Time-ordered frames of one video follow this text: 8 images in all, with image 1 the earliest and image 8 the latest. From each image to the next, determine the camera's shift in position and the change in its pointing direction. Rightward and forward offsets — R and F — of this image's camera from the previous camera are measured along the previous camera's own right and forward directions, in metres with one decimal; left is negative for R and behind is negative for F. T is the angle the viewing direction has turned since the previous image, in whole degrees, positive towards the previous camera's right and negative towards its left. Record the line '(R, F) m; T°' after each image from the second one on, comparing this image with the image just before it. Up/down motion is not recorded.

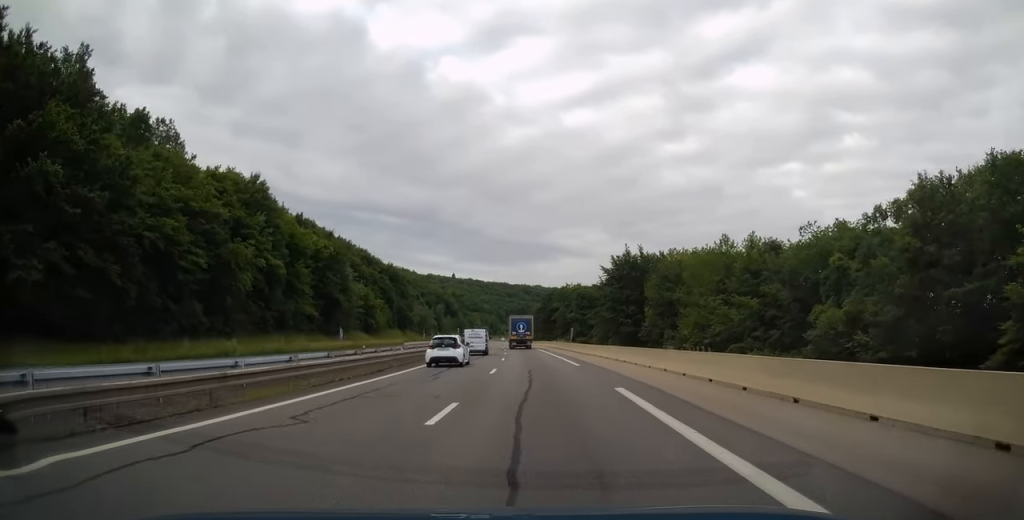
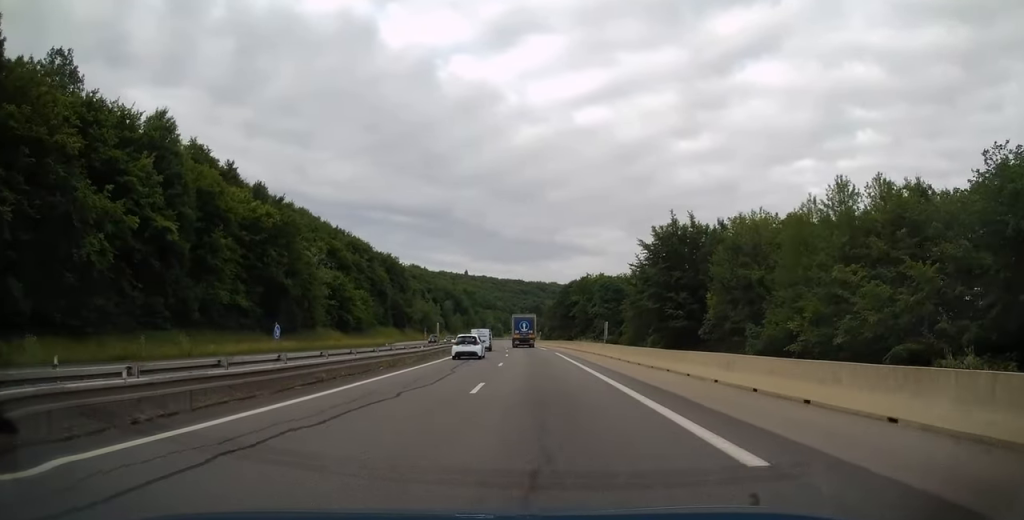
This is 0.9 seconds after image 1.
(0.0, +21.2) m; -2°
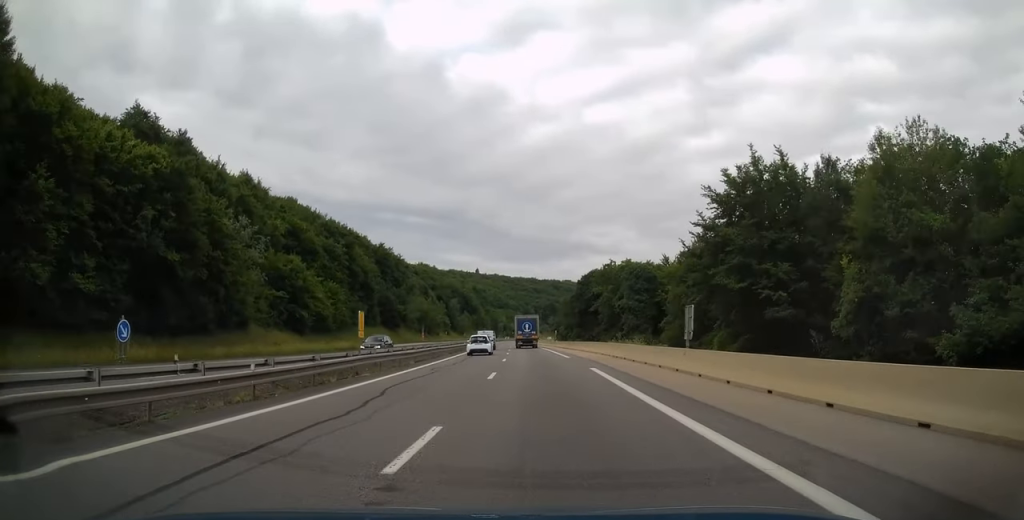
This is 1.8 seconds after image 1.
(-0.6, +21.6) m; -2°
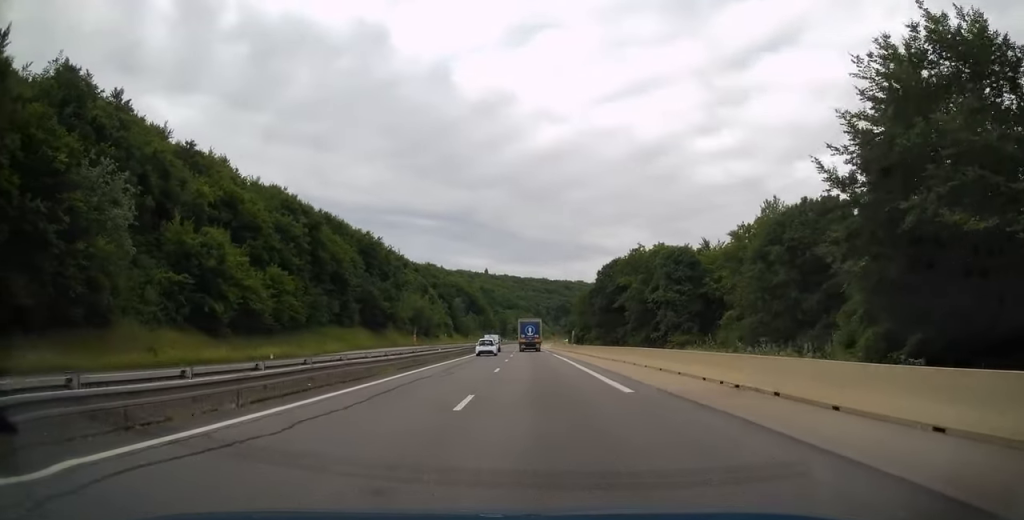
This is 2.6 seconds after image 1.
(-0.1, +20.8) m; -1°
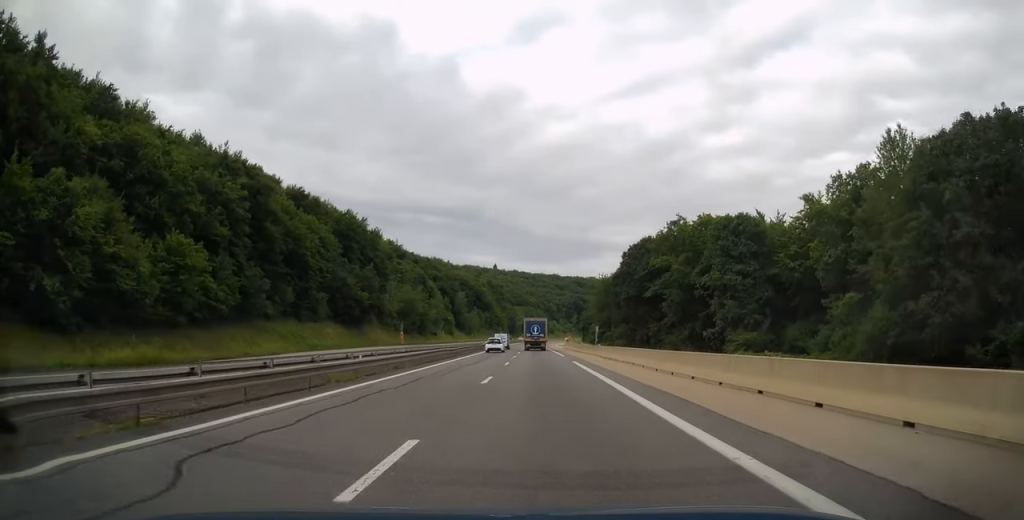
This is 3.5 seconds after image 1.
(-0.2, +19.6) m; -1°
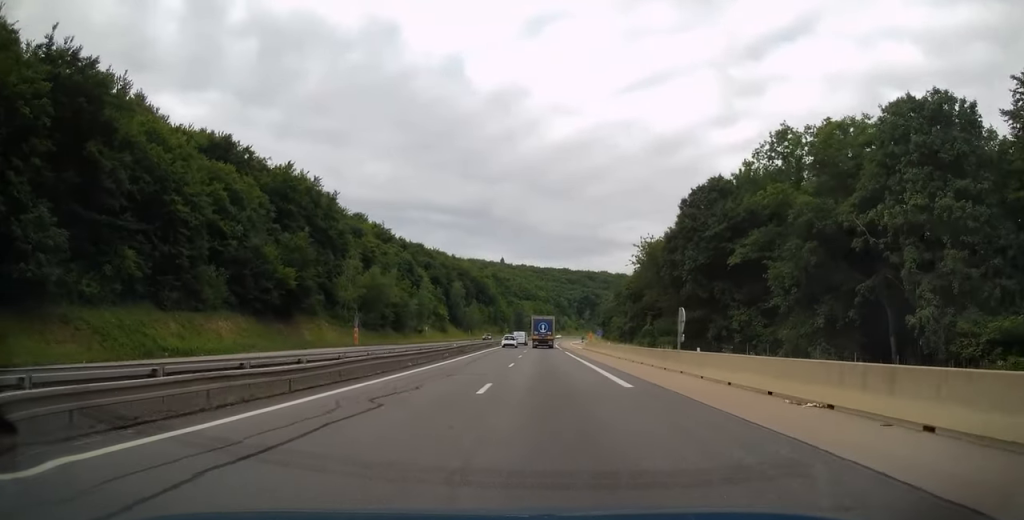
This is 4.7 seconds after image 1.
(-0.4, +29.8) m; -1°
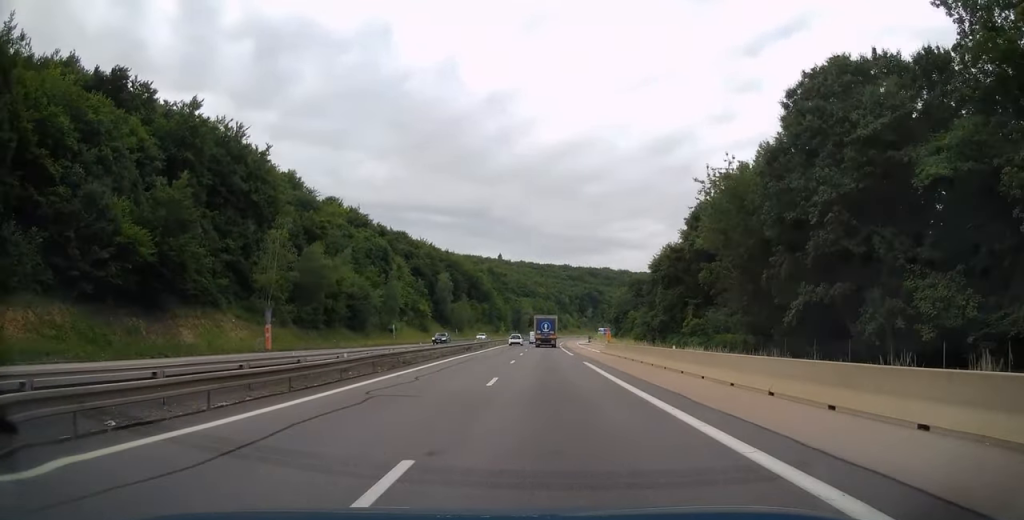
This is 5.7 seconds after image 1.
(-0.2, +23.9) m; 0°
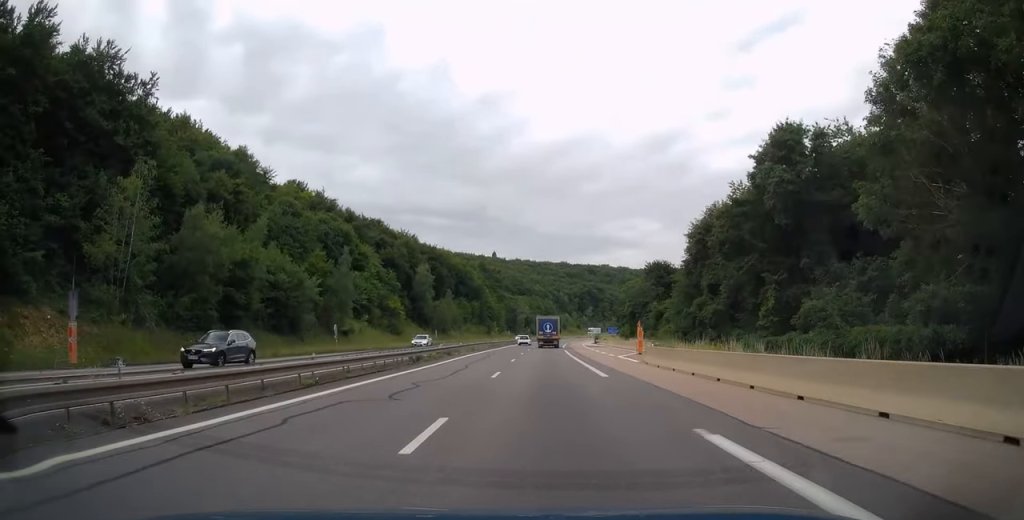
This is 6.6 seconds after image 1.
(+0.1, +22.7) m; 0°
